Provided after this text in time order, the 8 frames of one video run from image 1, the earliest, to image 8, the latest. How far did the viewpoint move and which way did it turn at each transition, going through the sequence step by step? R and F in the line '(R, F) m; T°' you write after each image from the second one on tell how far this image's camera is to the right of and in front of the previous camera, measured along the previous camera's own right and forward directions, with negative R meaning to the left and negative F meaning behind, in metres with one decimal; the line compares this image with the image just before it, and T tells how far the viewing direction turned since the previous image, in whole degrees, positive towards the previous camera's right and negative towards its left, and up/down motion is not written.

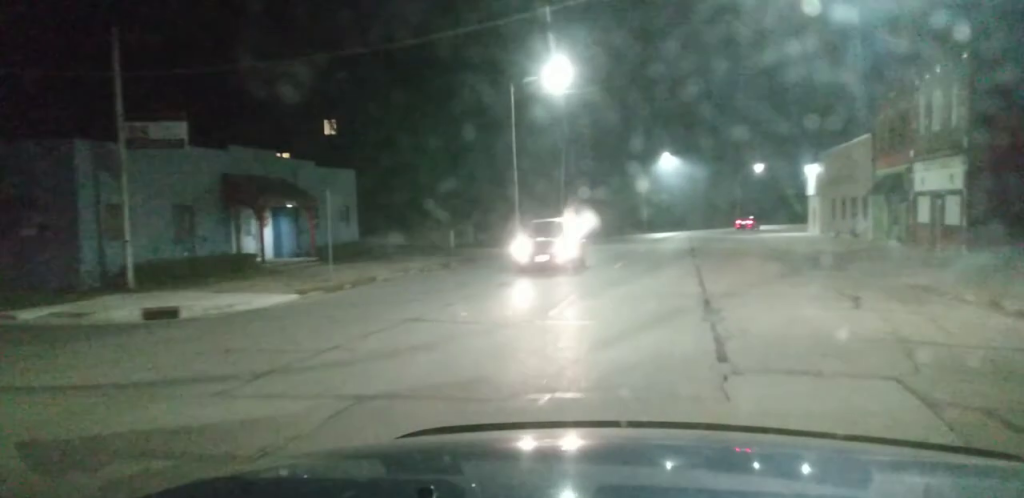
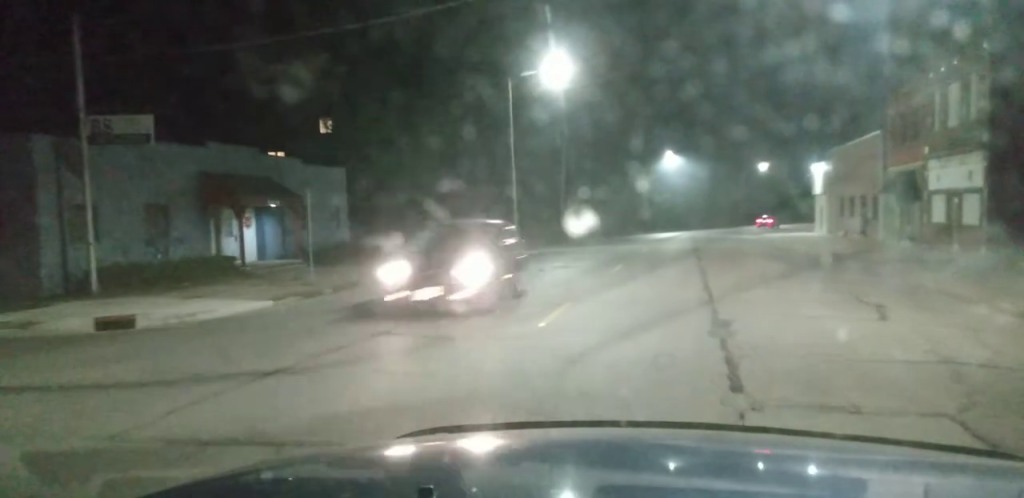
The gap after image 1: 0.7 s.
(-0.3, +1.6) m; -11°
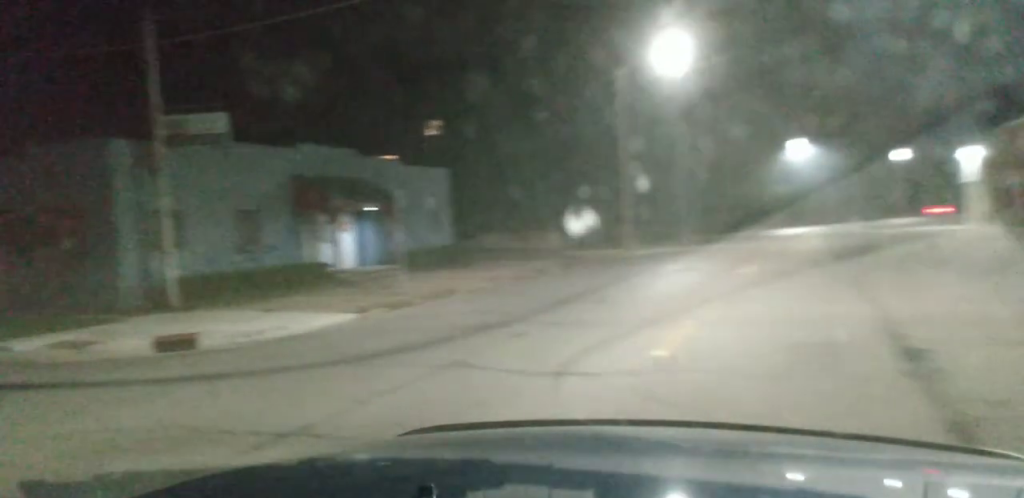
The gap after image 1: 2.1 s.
(-0.5, +4.8) m; -13°
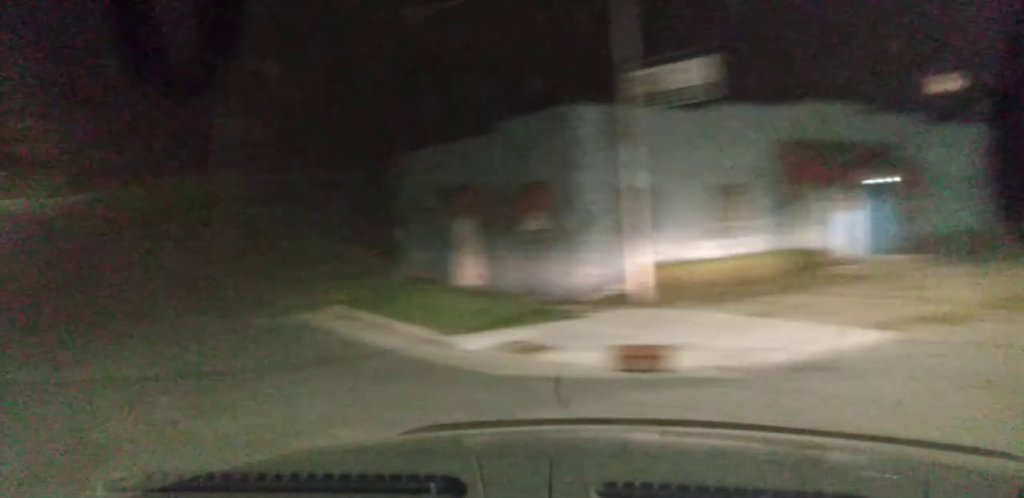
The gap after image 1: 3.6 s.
(-1.5, +6.7) m; -24°
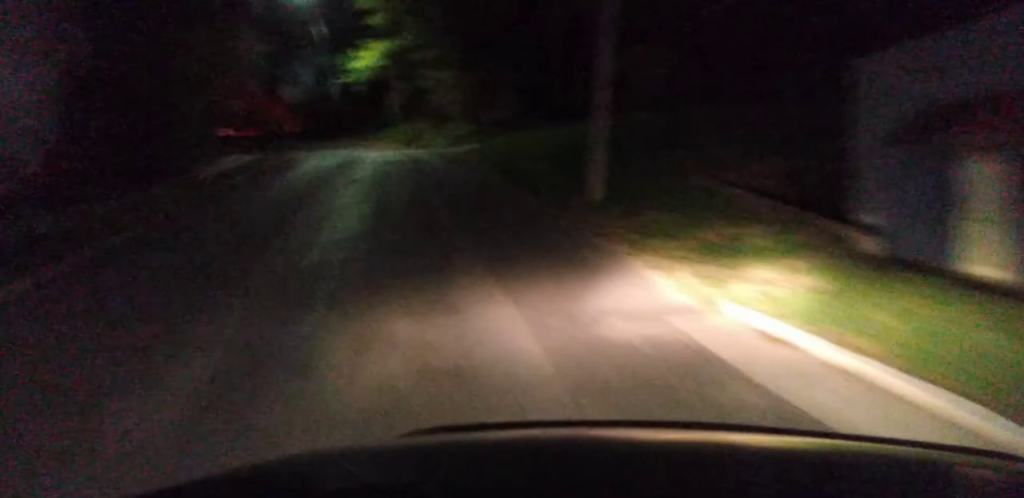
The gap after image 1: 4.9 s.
(-1.3, +7.0) m; -13°
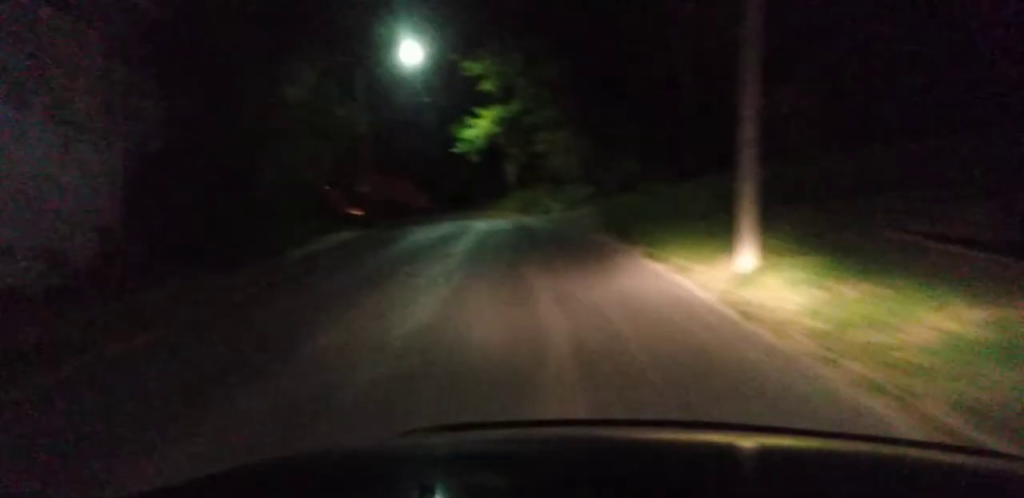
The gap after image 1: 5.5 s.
(-0.1, +4.4) m; 0°
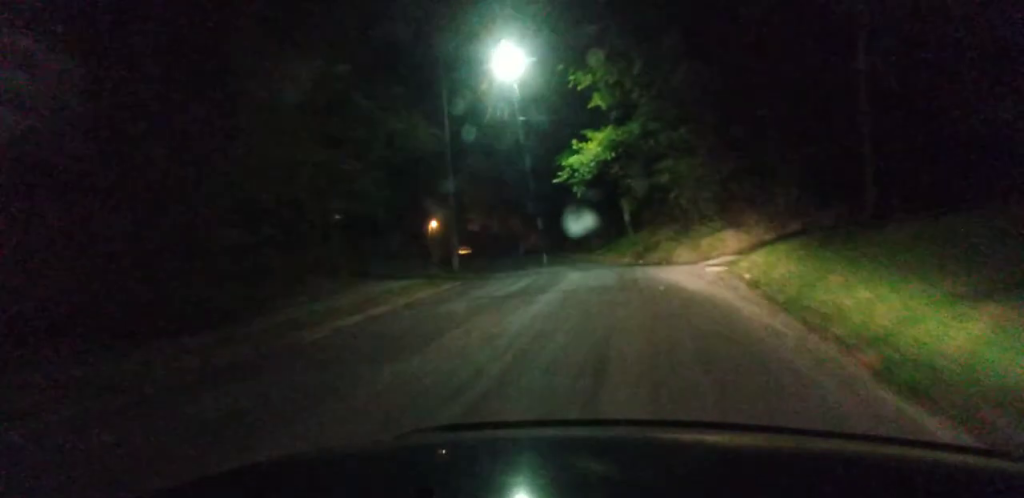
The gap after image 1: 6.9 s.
(+0.3, +9.6) m; +1°
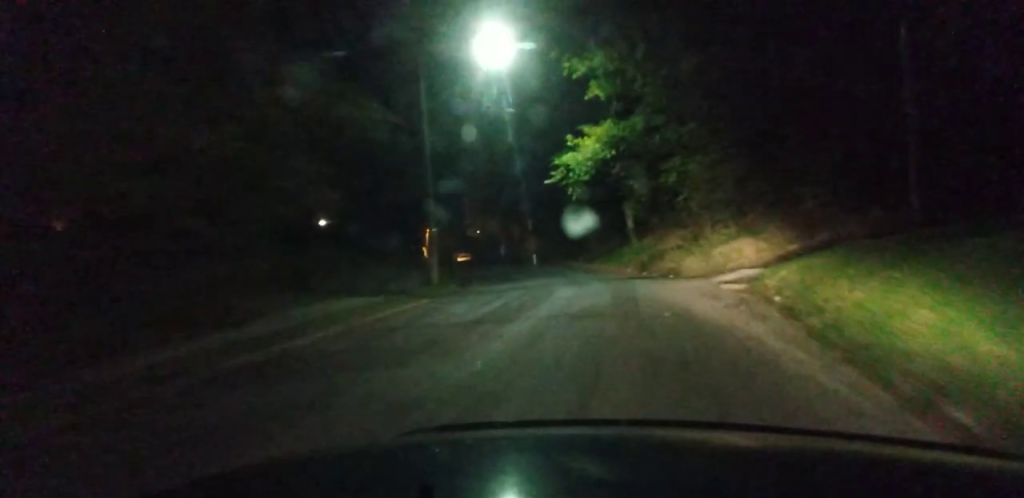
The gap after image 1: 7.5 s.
(0.0, +4.2) m; -1°
